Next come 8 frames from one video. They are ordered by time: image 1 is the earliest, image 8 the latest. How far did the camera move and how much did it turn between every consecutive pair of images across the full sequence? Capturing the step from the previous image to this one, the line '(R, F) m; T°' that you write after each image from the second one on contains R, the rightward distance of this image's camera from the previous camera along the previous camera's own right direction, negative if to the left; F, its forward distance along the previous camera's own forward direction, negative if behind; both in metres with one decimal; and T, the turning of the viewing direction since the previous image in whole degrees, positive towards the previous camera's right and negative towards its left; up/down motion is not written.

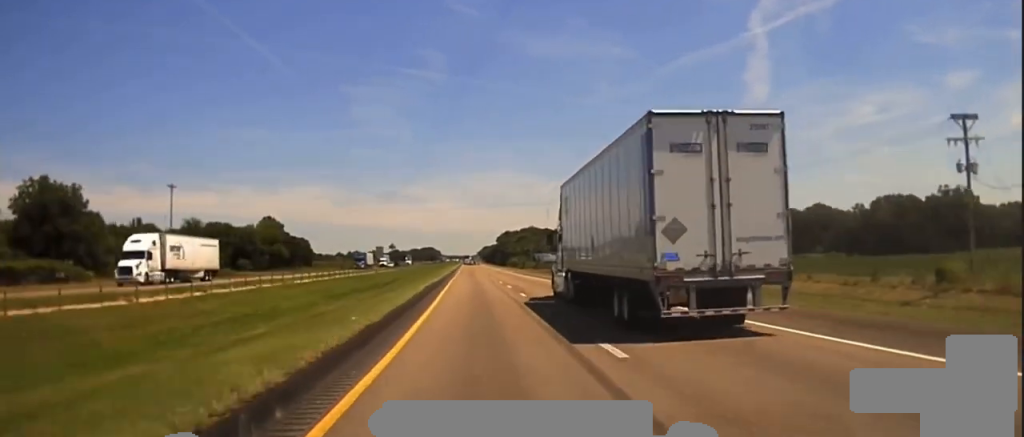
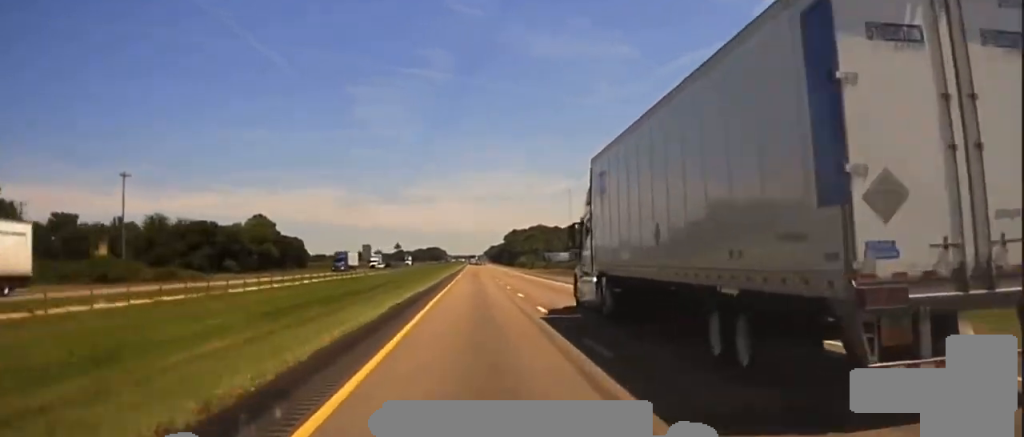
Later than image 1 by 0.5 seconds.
(0.0, +24.2) m; 0°
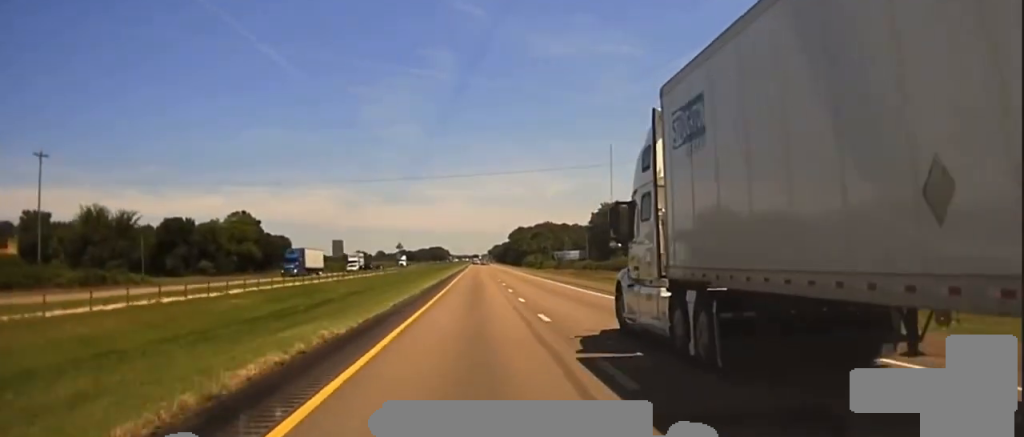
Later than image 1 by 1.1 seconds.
(0.0, +27.6) m; 0°
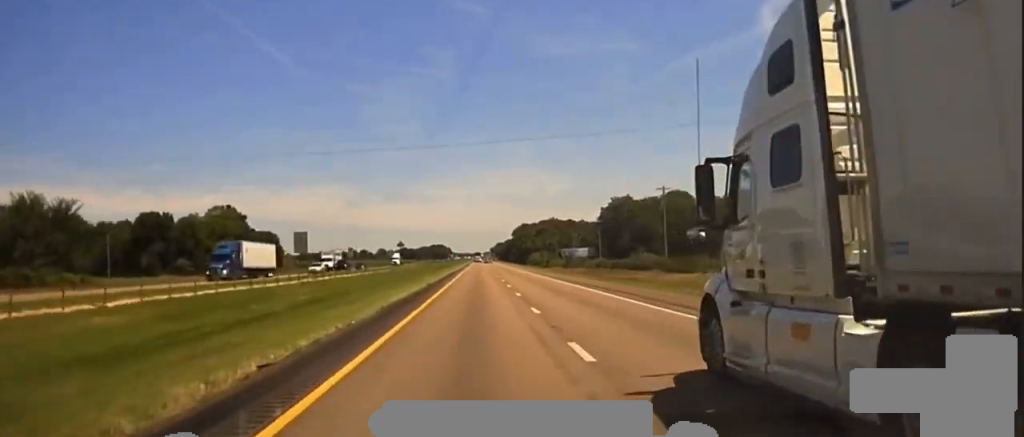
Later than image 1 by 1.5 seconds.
(-0.1, +21.1) m; 0°
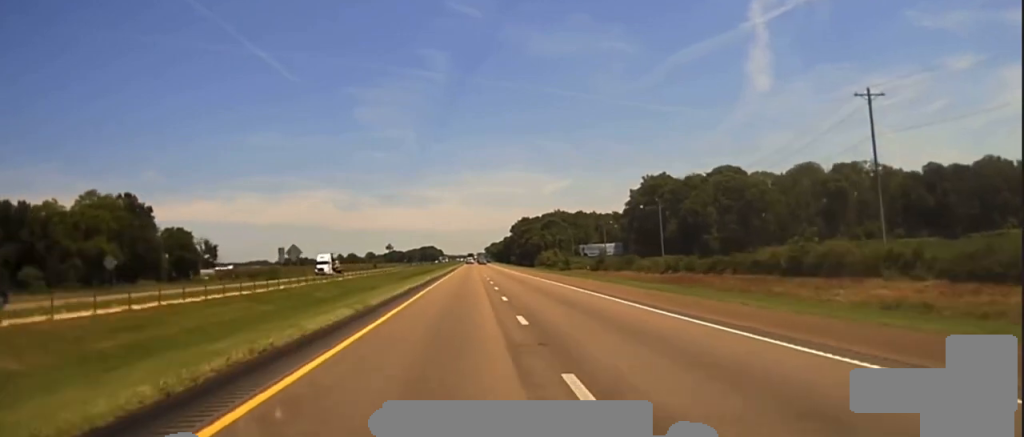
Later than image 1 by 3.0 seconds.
(+0.9, +74.7) m; +1°
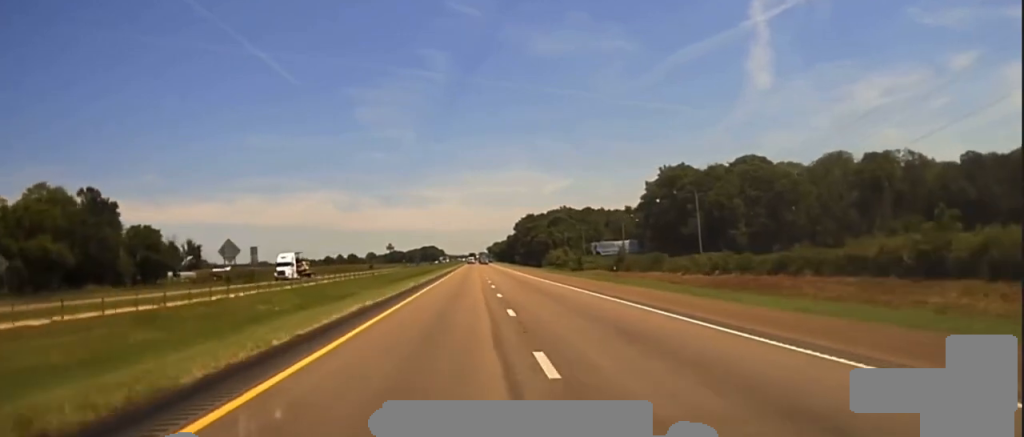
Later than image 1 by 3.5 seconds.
(0.0, +21.1) m; 0°
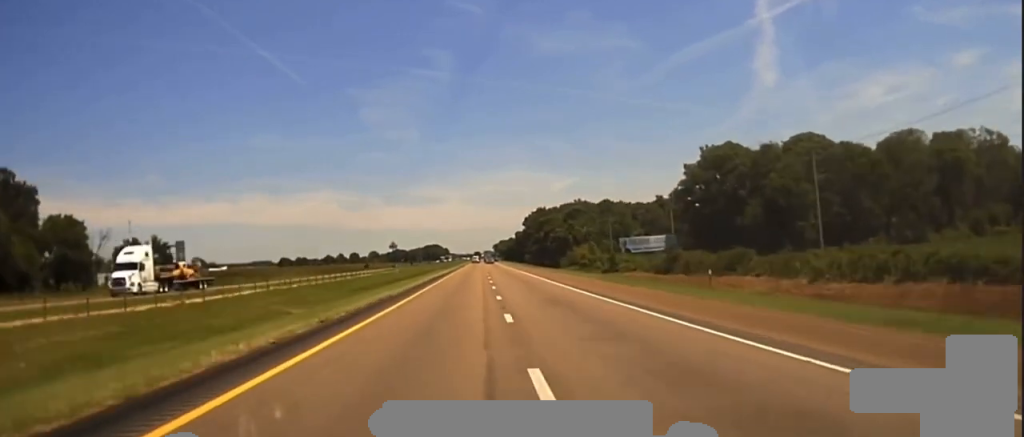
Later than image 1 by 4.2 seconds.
(-0.2, +37.0) m; 0°
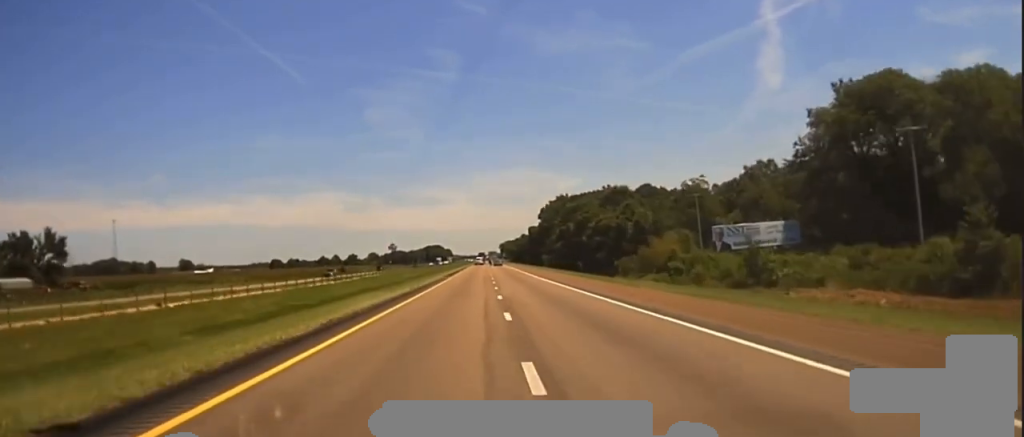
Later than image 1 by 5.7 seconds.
(+0.1, +68.1) m; -1°
